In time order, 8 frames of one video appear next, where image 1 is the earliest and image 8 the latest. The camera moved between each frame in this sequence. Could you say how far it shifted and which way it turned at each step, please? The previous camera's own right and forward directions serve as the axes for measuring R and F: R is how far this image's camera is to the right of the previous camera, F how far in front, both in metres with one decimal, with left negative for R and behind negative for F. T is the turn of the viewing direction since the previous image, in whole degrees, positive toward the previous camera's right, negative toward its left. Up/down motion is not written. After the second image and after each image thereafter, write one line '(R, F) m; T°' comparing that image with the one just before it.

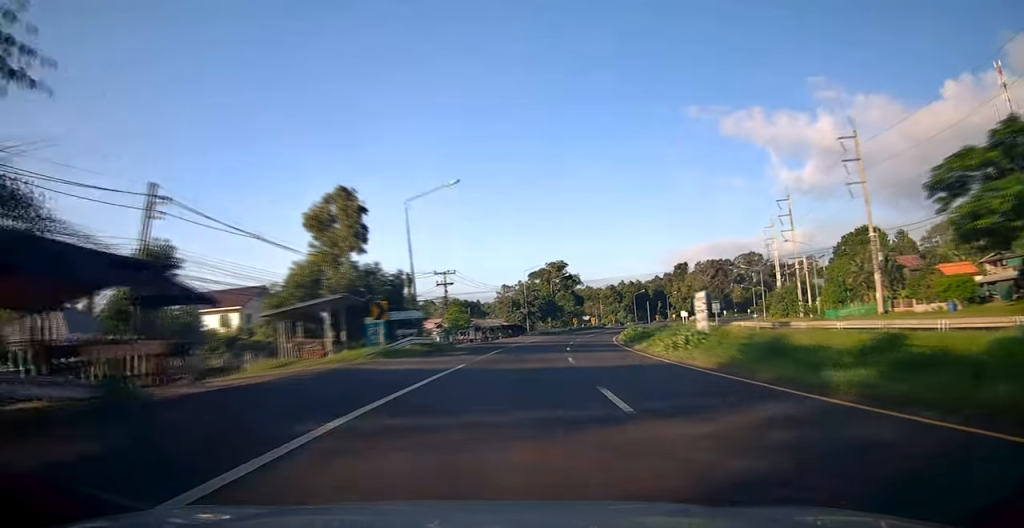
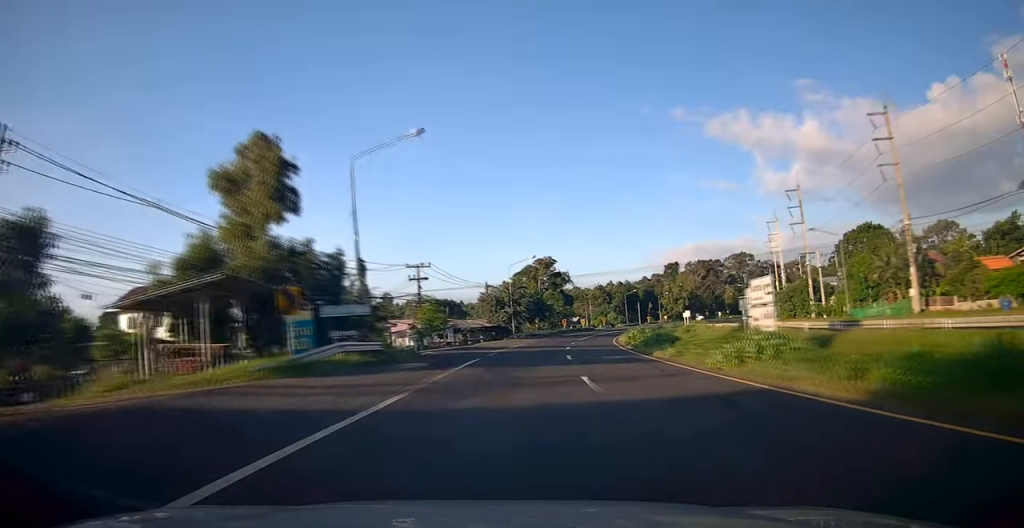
(-0.3, +8.6) m; +1°
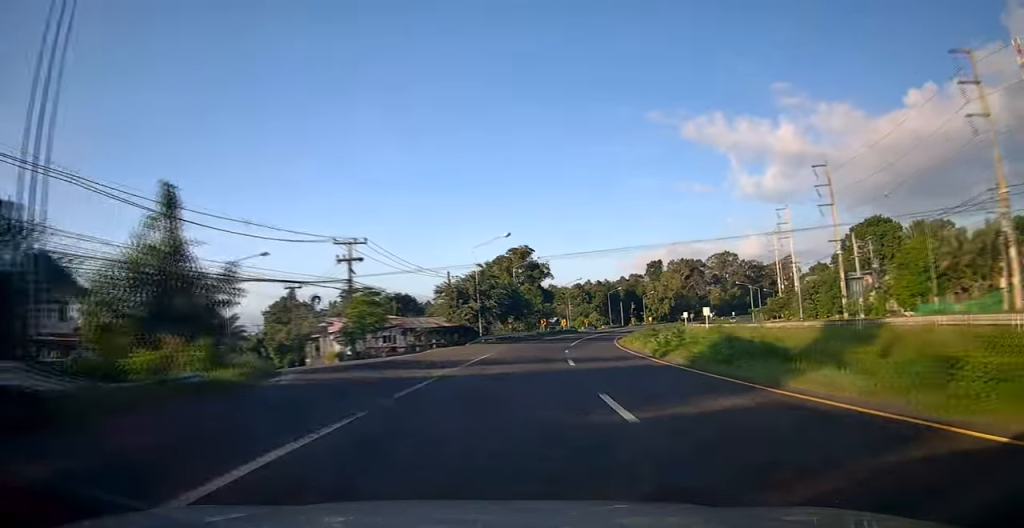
(+0.9, +16.0) m; +4°
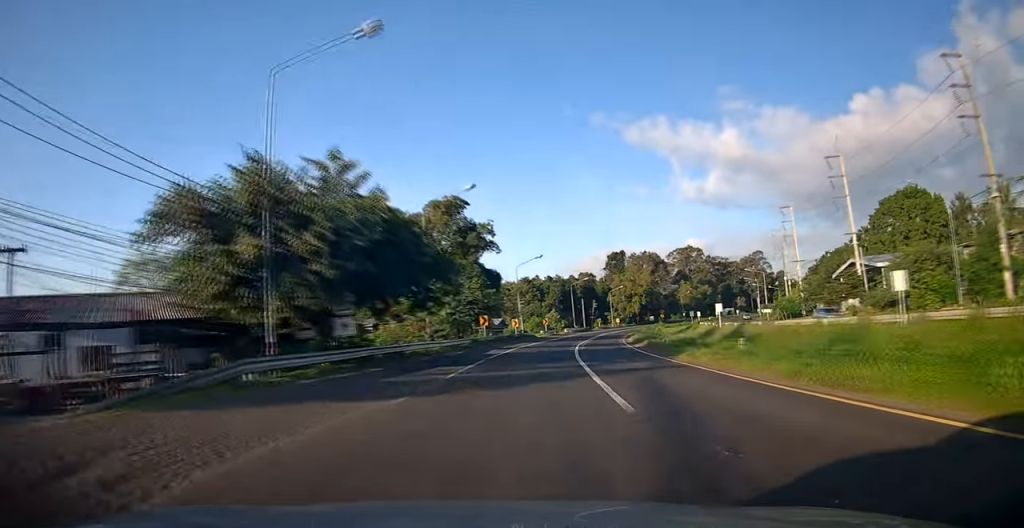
(+2.2, +34.9) m; +7°
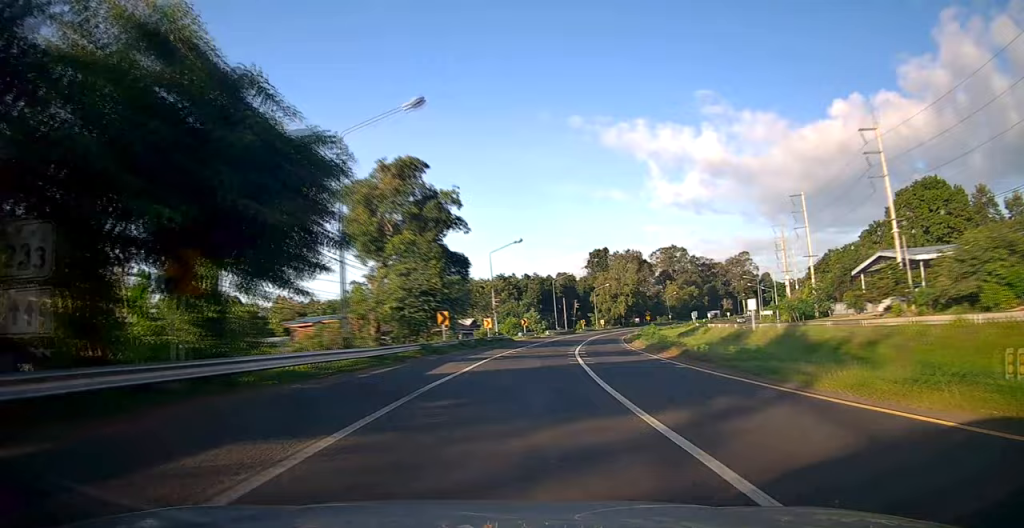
(+0.1, +12.7) m; +2°
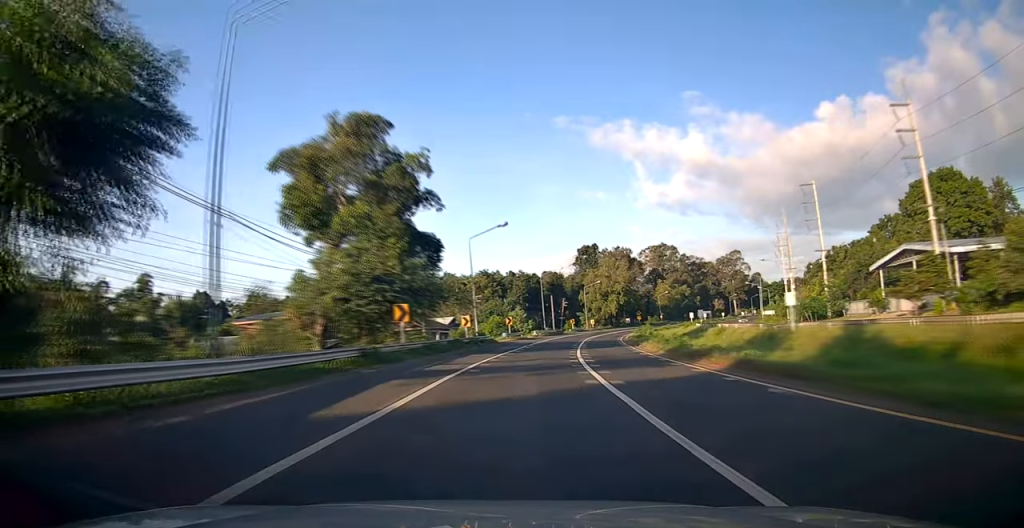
(+0.1, +8.2) m; +1°
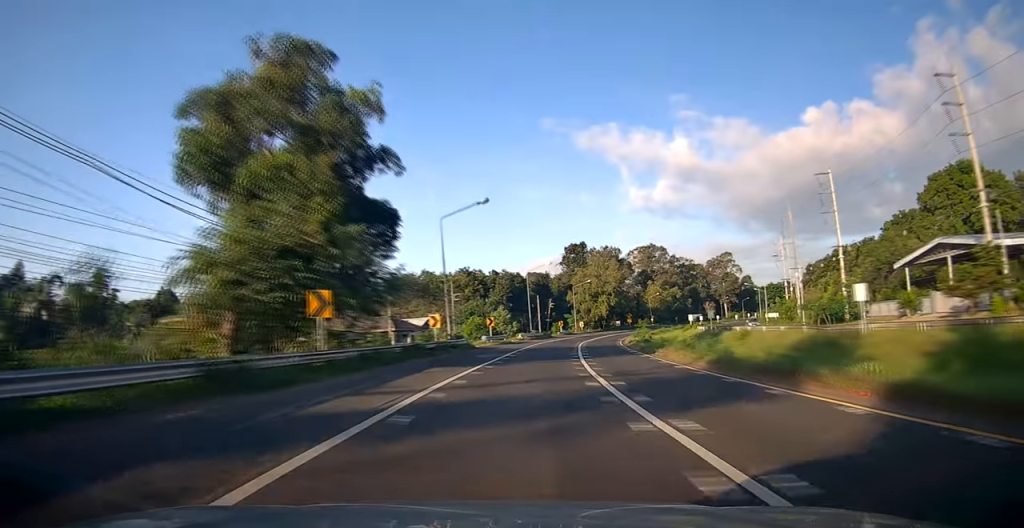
(+0.1, +8.8) m; +1°
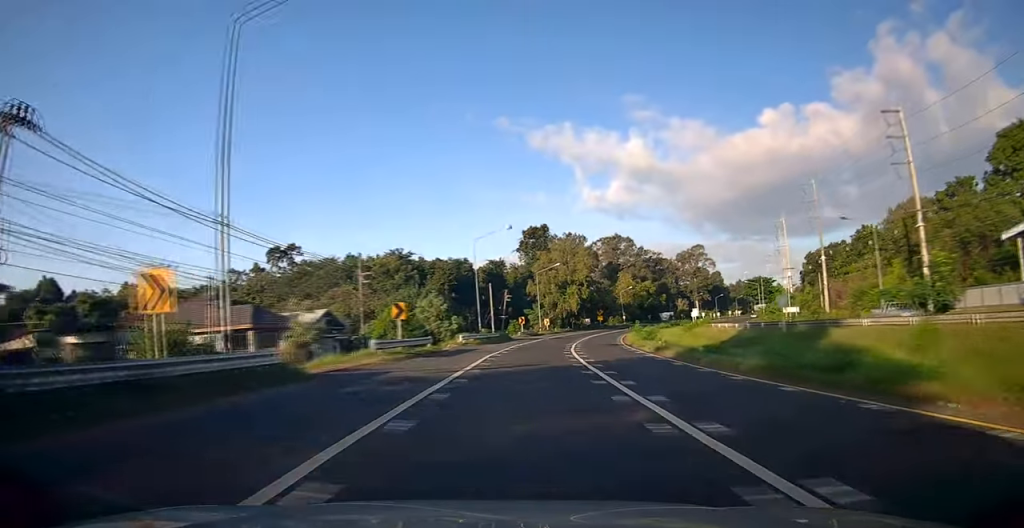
(+0.8, +24.5) m; +5°
